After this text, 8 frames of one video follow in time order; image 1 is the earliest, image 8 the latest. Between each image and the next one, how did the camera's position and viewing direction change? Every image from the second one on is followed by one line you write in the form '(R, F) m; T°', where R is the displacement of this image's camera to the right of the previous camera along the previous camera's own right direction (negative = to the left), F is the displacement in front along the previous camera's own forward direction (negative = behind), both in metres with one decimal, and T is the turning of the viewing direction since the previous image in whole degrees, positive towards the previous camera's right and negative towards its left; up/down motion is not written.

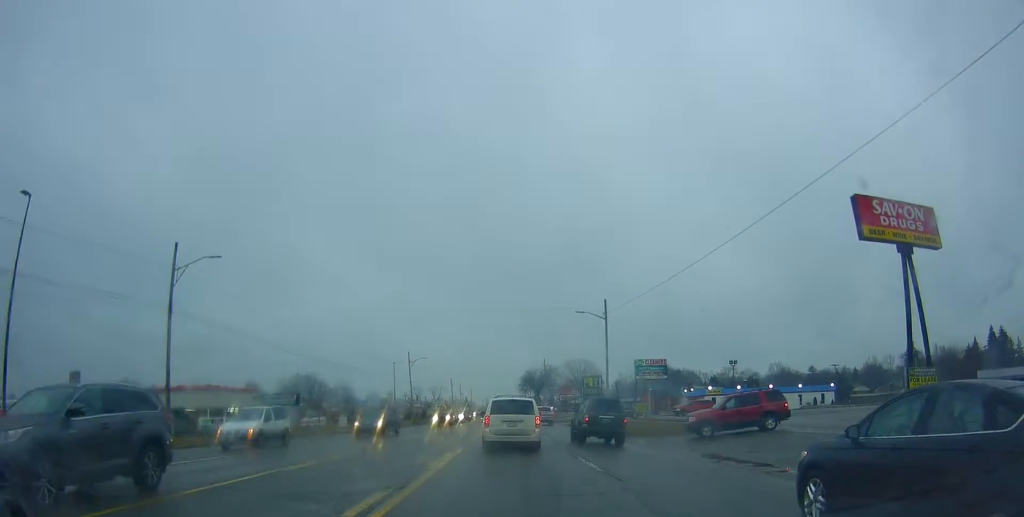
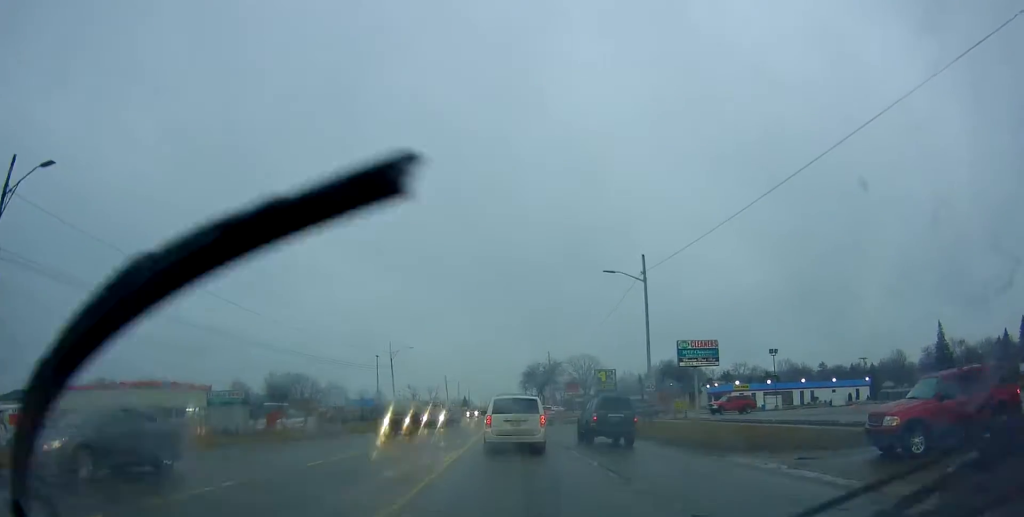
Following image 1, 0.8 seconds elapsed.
(-0.3, +14.7) m; 0°
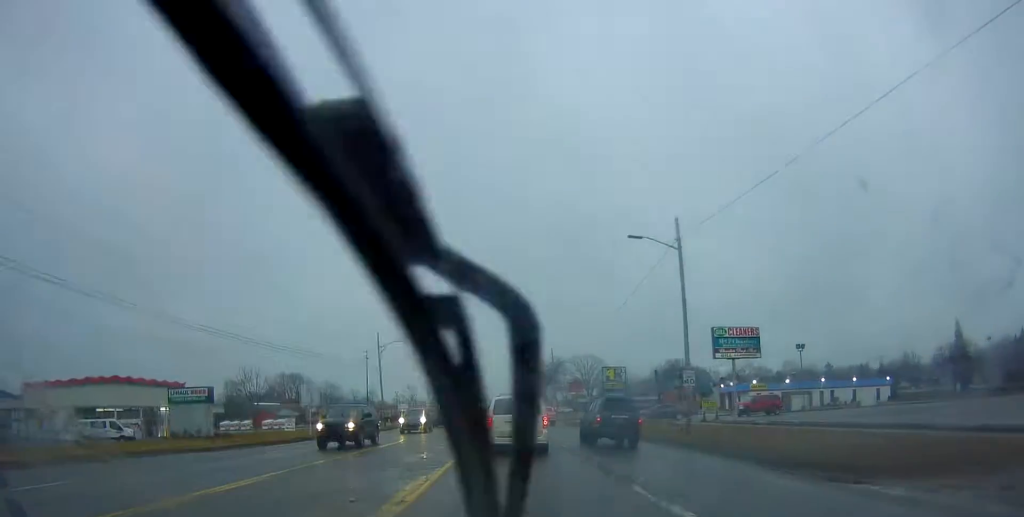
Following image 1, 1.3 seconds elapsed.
(0.0, +7.6) m; 0°
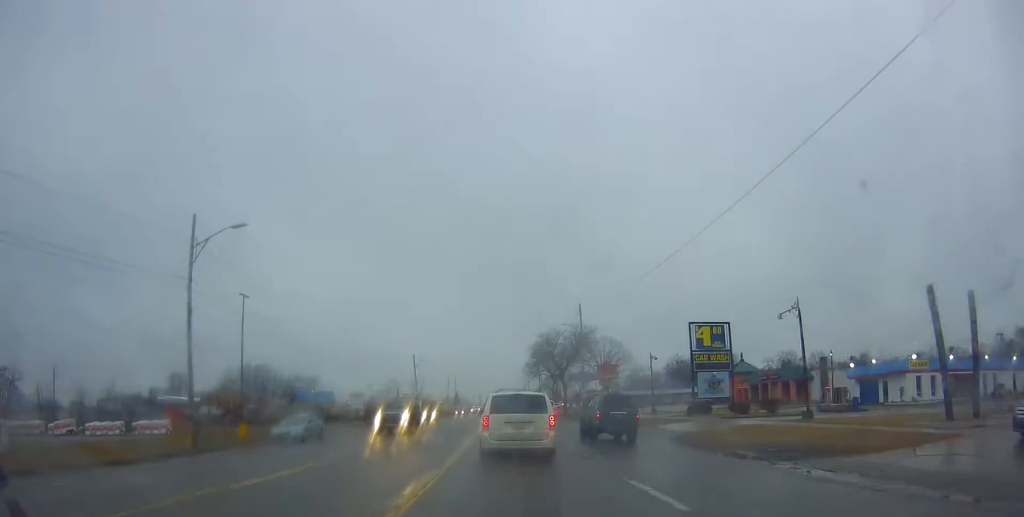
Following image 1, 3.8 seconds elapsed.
(-1.7, +43.1) m; -2°
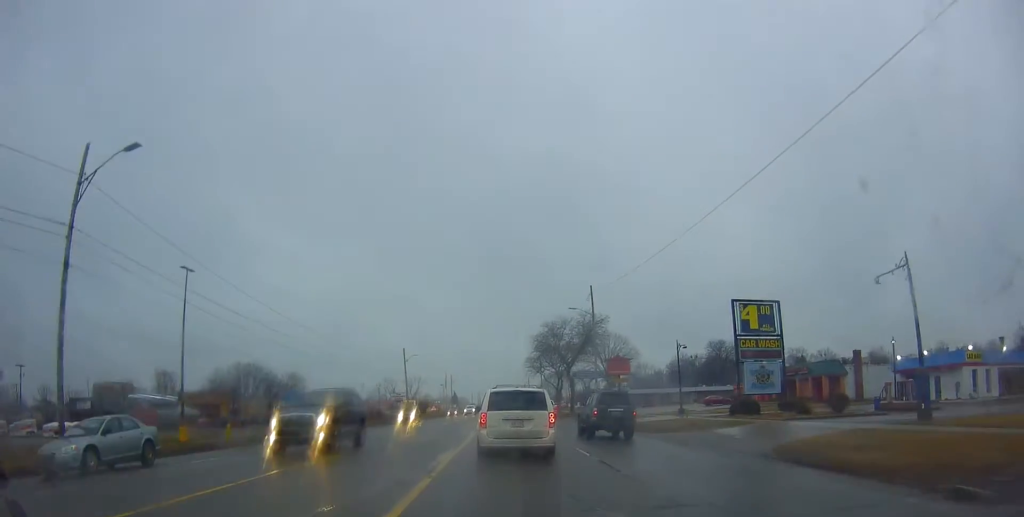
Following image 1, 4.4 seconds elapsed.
(+0.2, +9.4) m; +2°
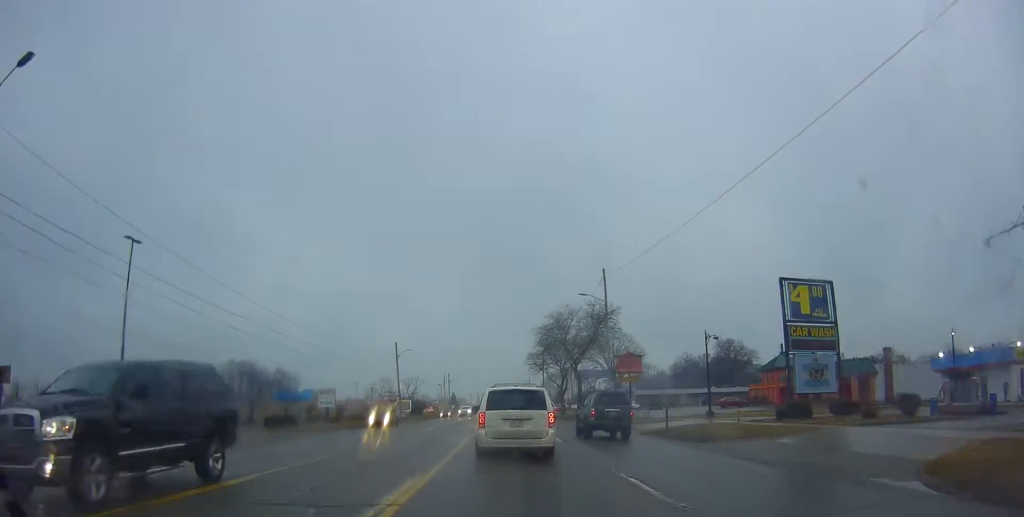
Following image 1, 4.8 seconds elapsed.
(+0.3, +7.2) m; +1°
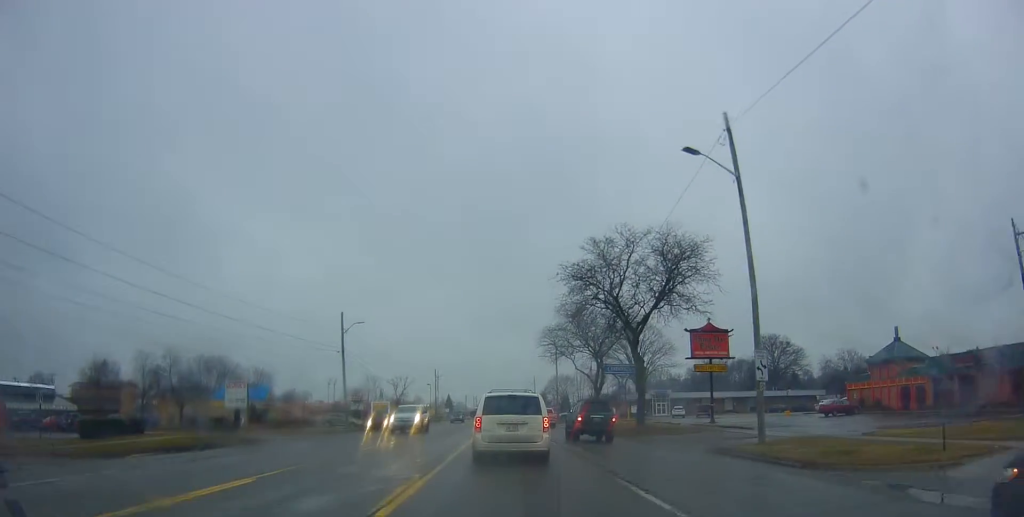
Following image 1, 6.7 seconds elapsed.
(+0.4, +30.4) m; 0°
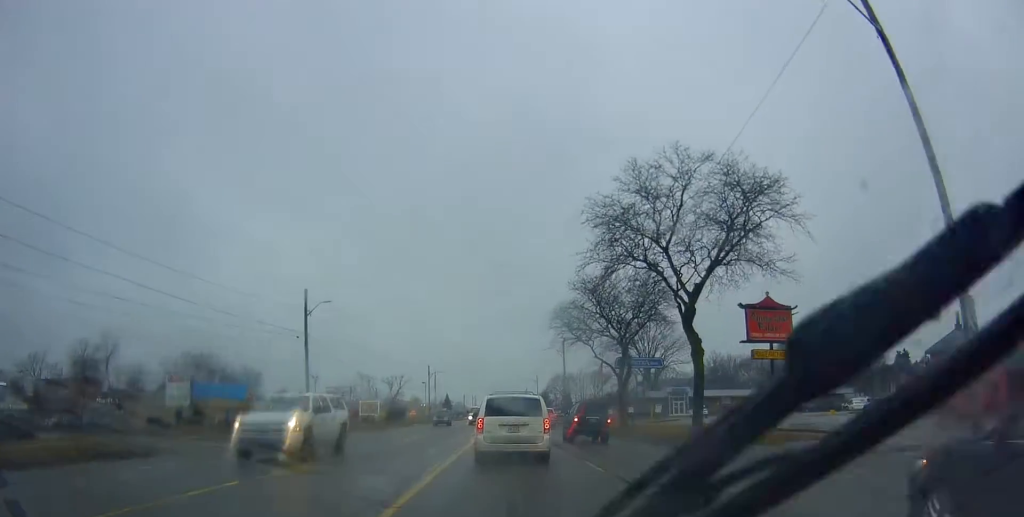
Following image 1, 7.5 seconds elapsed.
(-0.1, +11.0) m; -1°
